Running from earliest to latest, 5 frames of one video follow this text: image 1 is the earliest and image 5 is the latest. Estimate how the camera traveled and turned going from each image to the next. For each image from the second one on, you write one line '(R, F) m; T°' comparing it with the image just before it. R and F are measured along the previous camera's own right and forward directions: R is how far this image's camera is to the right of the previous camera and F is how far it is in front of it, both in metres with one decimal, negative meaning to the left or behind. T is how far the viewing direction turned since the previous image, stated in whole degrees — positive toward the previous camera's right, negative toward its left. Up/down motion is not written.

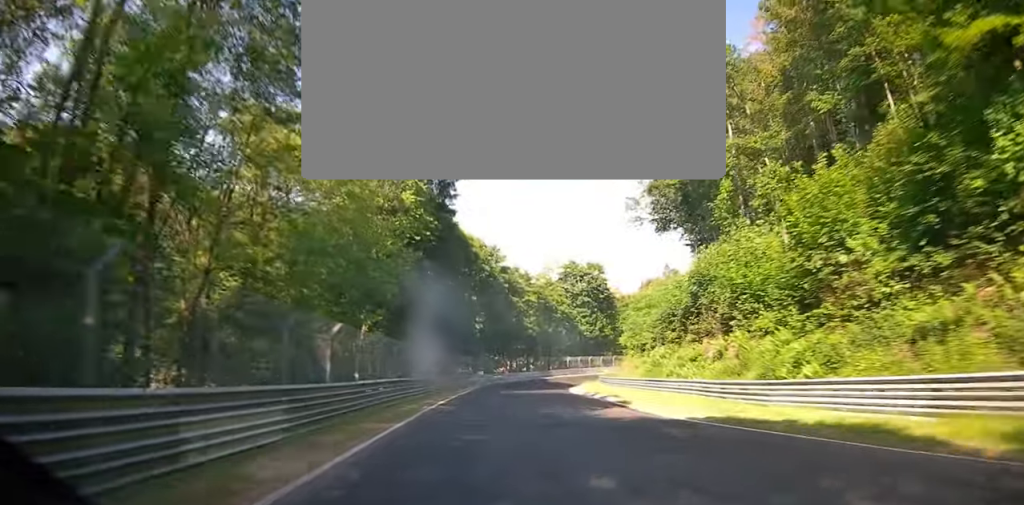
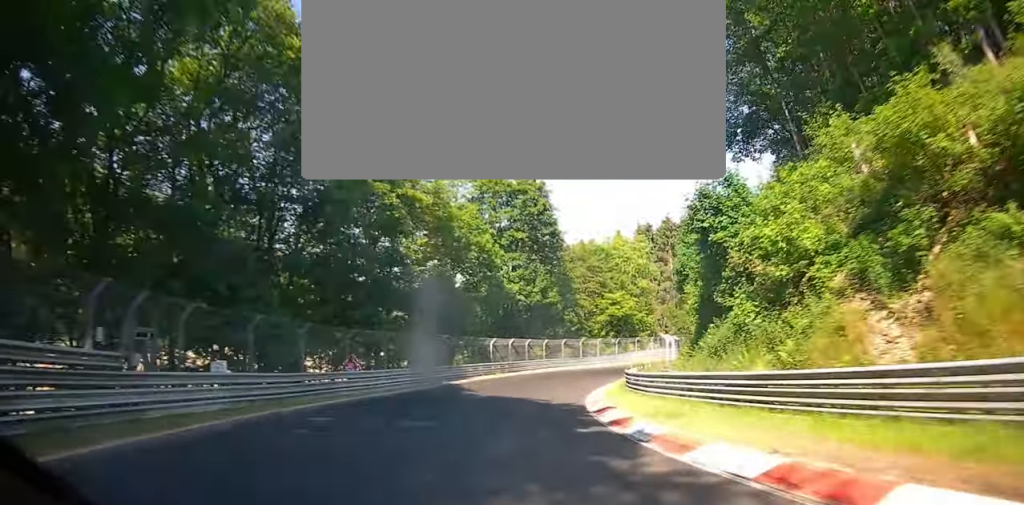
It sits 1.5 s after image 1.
(+3.6, +47.0) m; +14°
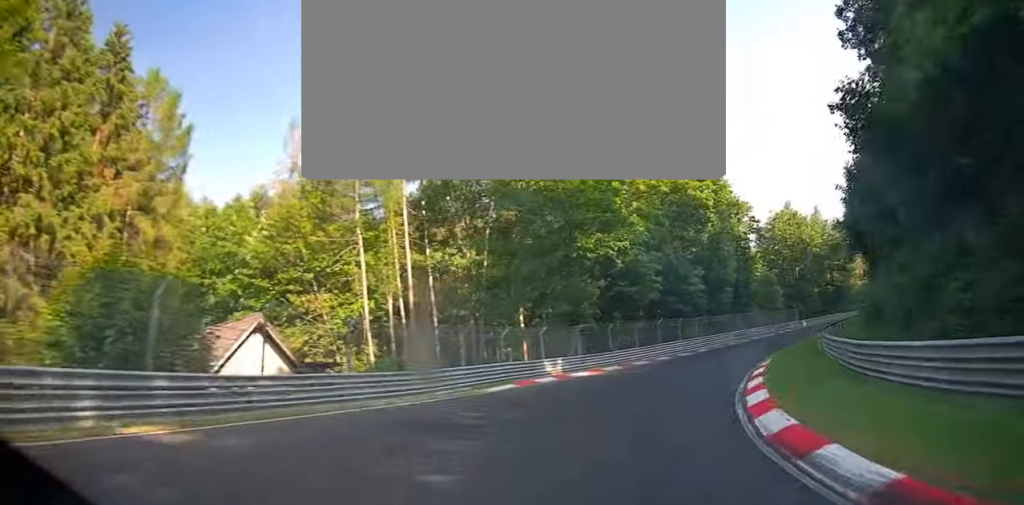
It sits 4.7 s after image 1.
(+34.4, +80.7) m; +53°
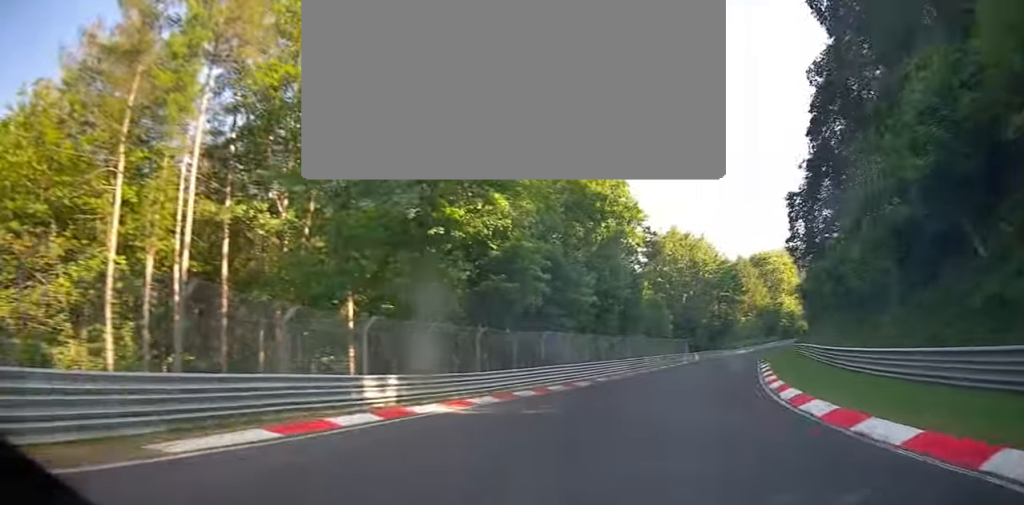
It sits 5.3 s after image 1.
(+0.9, +16.8) m; +18°
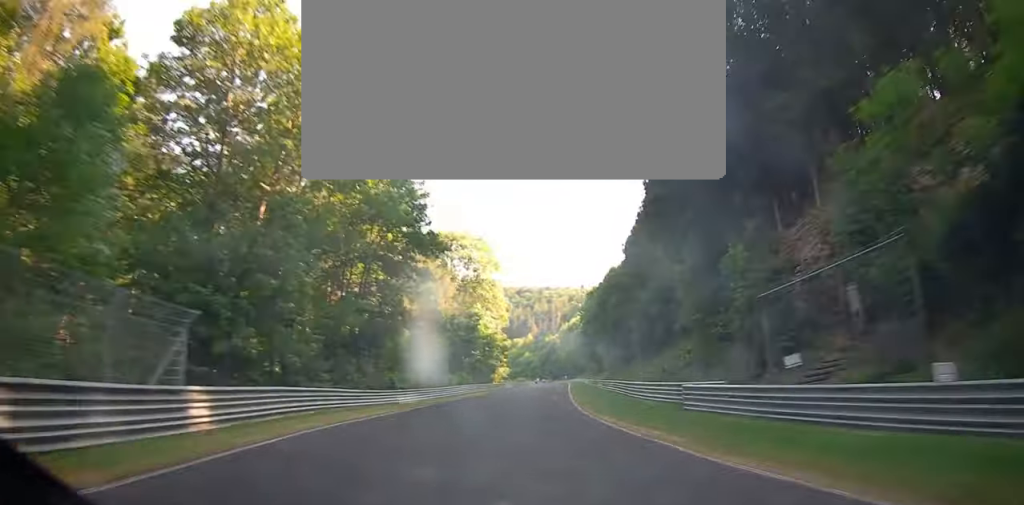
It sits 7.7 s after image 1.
(+35.5, +53.9) m; +47°
